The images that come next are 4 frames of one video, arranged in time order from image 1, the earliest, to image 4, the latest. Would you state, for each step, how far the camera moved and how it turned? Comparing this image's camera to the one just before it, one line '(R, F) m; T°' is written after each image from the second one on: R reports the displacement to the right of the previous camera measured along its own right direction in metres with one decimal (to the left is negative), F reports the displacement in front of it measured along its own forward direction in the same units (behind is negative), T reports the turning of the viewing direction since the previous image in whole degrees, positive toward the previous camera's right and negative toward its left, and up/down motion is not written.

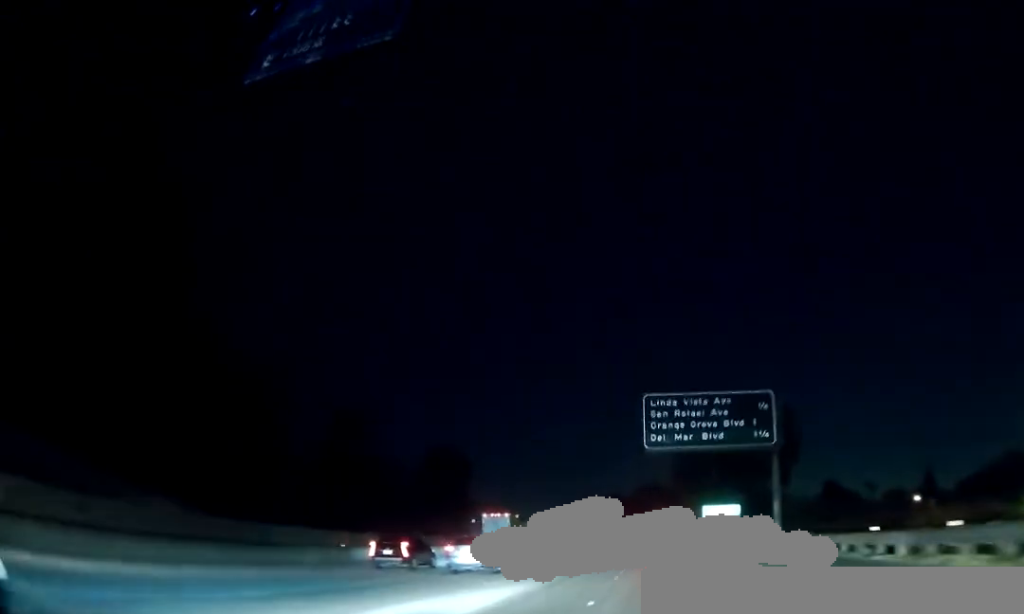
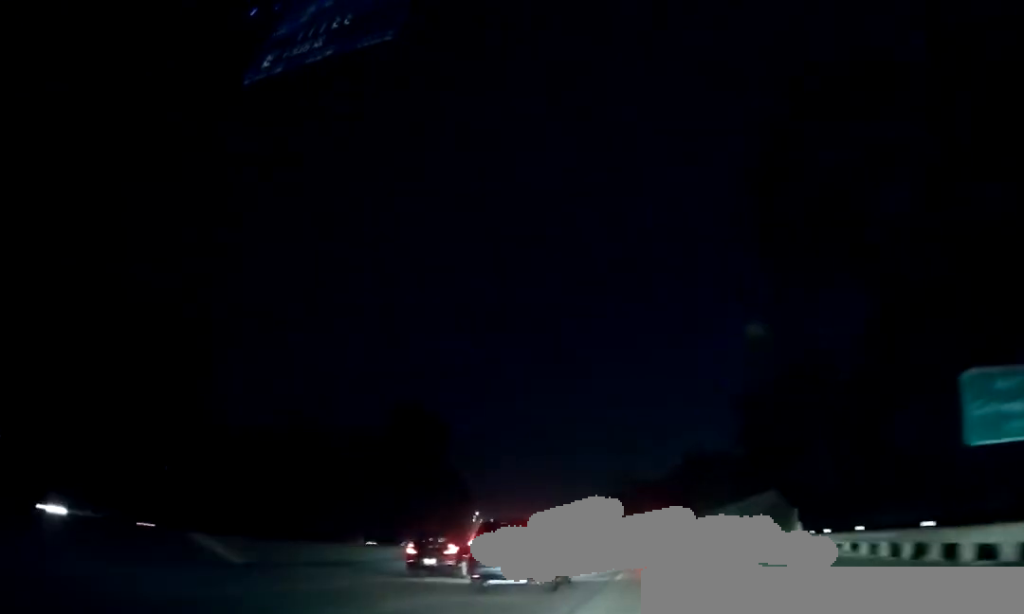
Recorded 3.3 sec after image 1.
(-2.4, +68.9) m; -3°
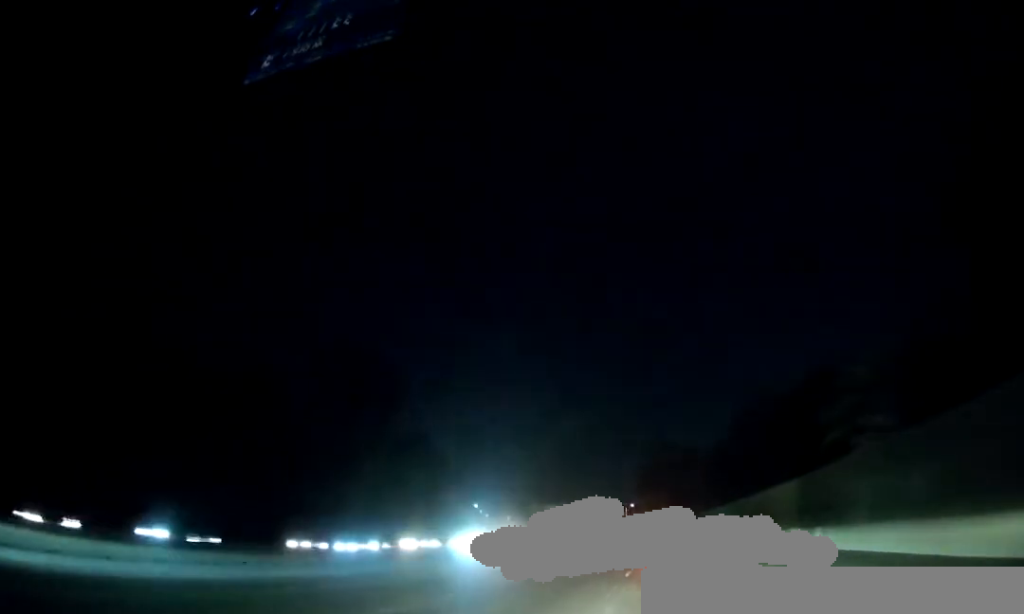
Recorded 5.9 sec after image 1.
(-1.7, +57.2) m; -3°
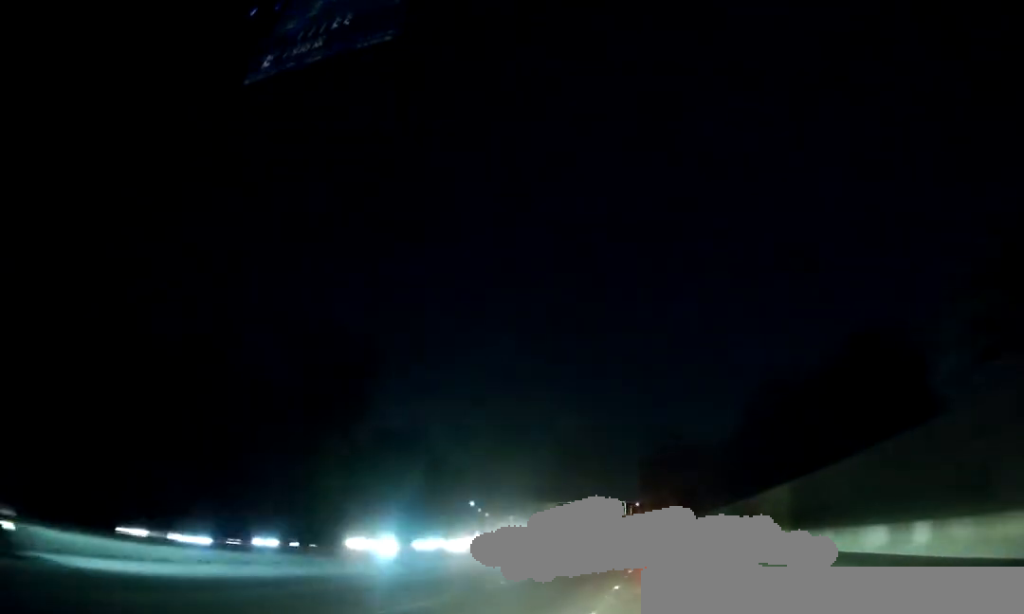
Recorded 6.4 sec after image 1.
(0.0, +11.2) m; 0°
